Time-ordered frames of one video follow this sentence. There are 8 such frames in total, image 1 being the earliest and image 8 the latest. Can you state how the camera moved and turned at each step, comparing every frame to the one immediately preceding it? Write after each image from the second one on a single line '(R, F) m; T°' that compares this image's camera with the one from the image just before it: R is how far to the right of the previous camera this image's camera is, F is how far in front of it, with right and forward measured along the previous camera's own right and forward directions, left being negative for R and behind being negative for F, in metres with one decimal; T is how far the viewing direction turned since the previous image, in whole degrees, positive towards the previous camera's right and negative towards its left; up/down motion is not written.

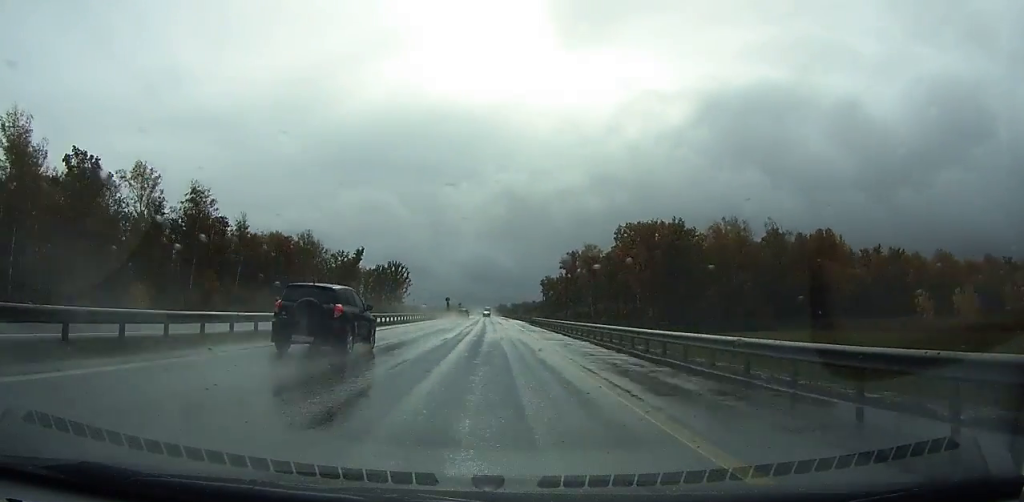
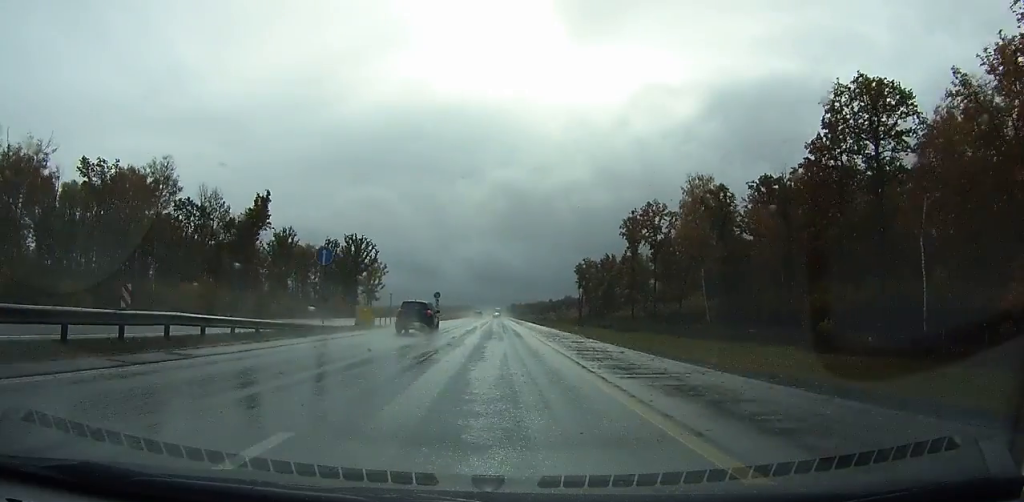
(-0.9, +90.7) m; -1°
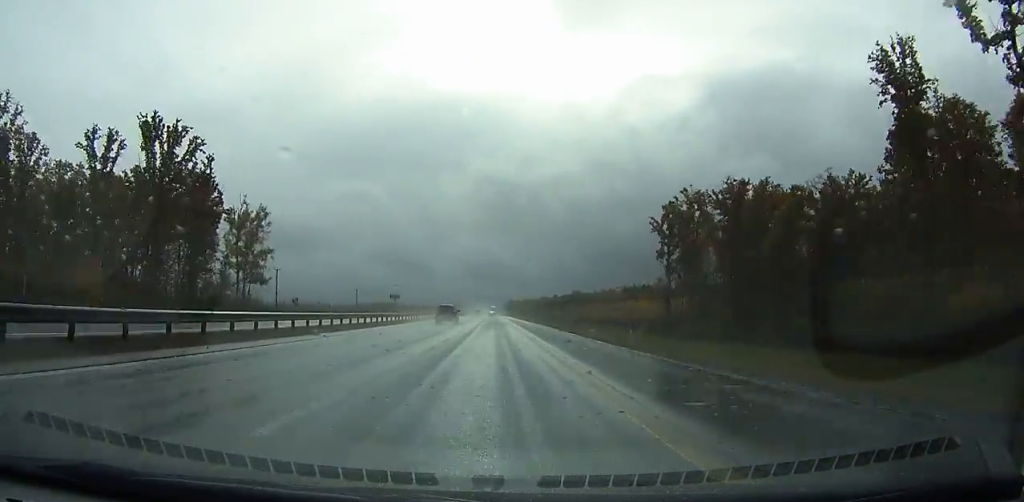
(-0.1, +104.6) m; 0°
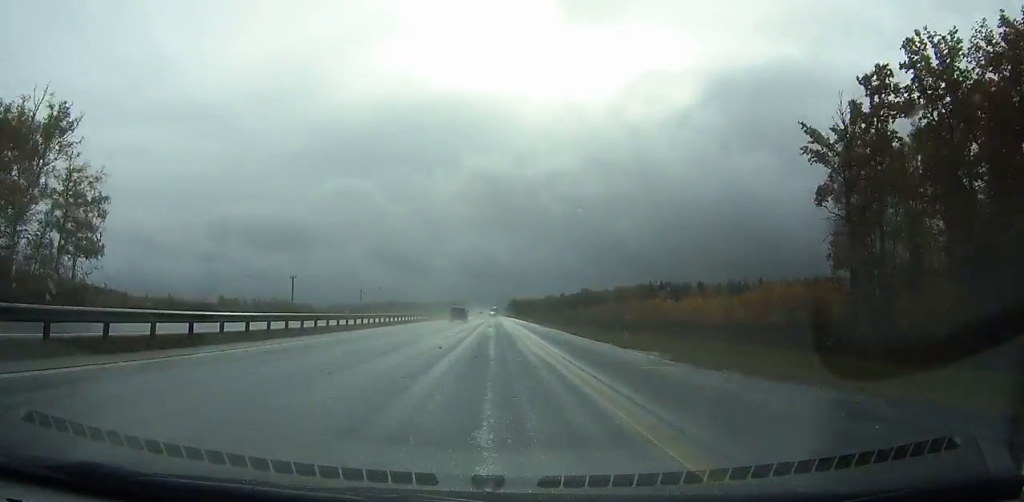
(-0.1, +53.9) m; 0°
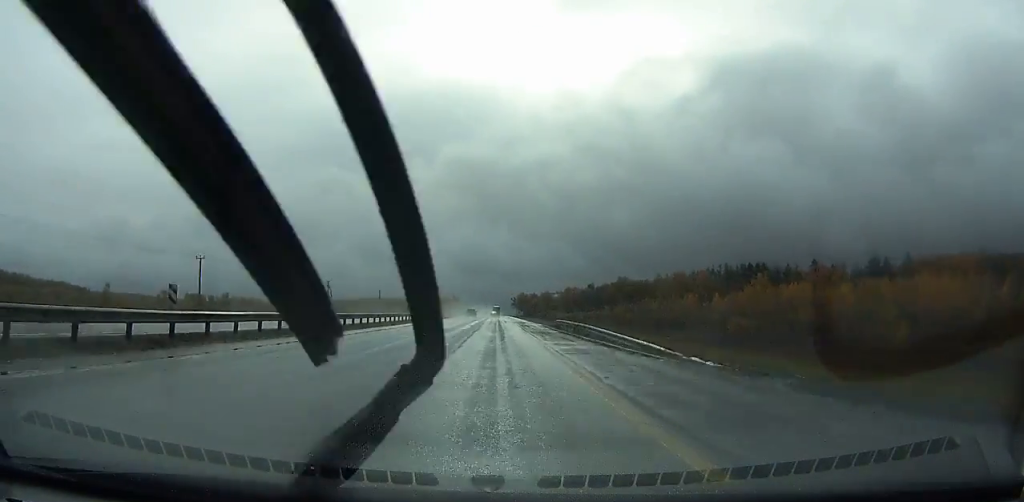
(0.0, +156.8) m; 0°
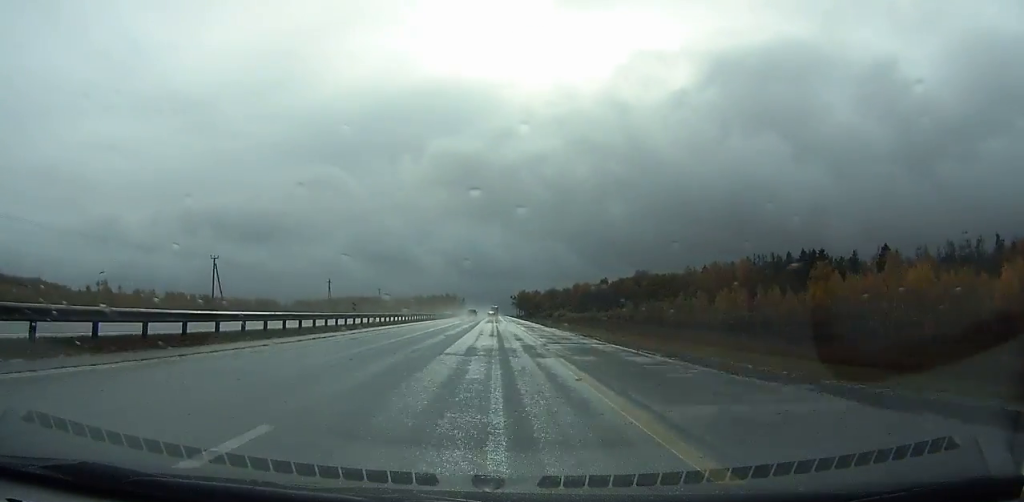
(+0.2, +57.0) m; 0°
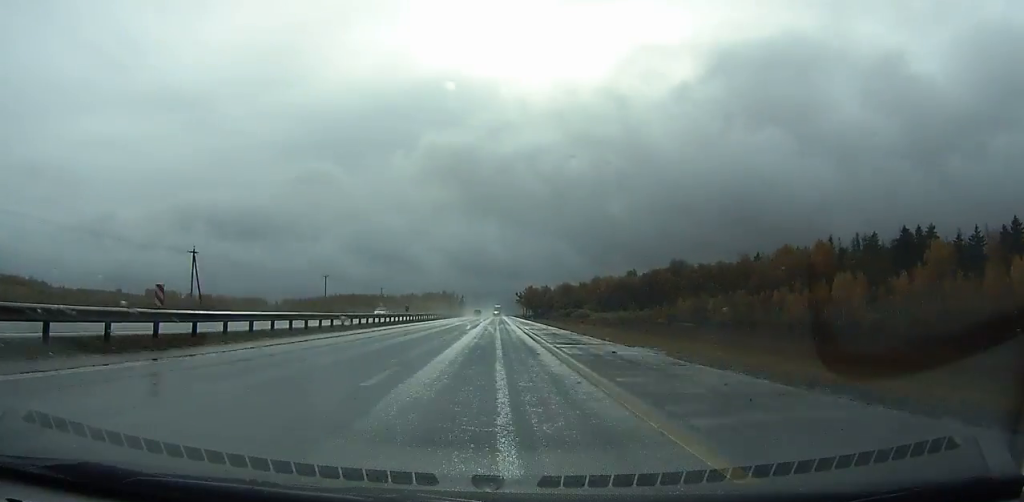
(-0.1, +65.4) m; 0°
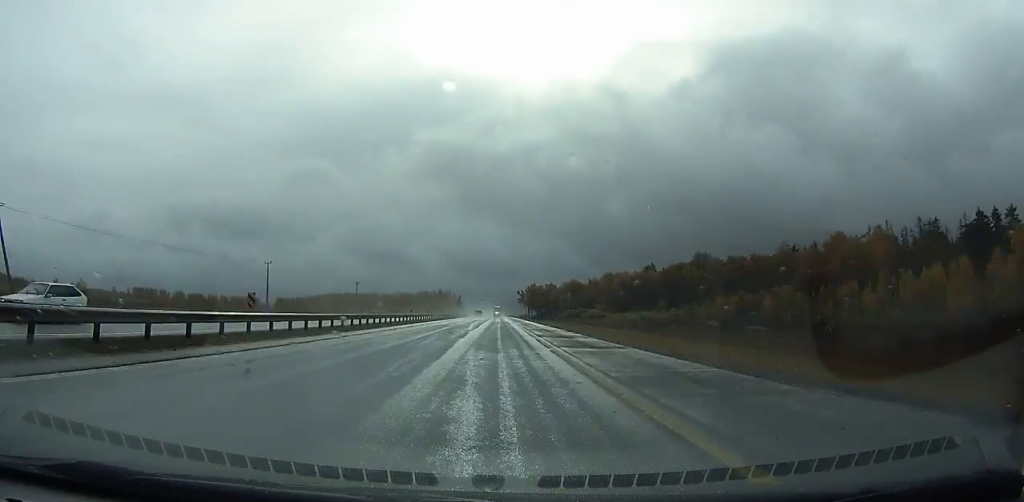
(-0.1, +35.4) m; 0°
